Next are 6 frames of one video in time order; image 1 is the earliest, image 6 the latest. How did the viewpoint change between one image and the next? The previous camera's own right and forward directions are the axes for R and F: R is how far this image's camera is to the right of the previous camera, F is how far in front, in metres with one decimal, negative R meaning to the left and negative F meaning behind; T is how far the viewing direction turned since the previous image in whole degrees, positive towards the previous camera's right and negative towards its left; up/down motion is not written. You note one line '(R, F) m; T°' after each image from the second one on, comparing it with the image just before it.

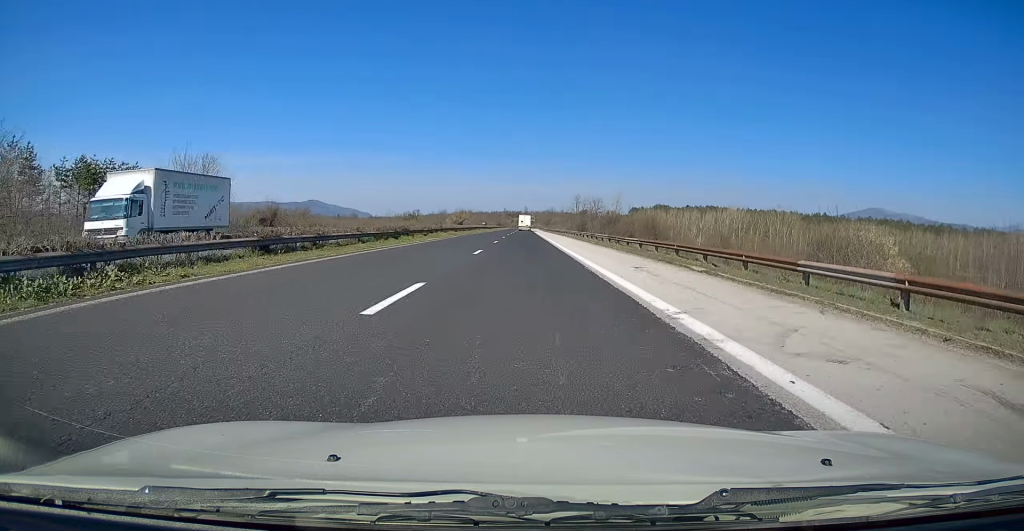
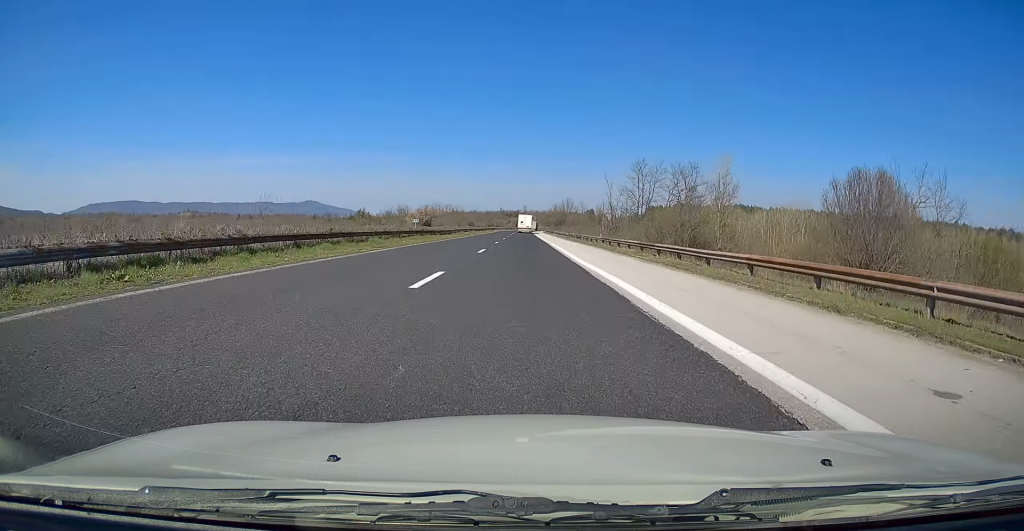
(-0.5, +76.9) m; 0°
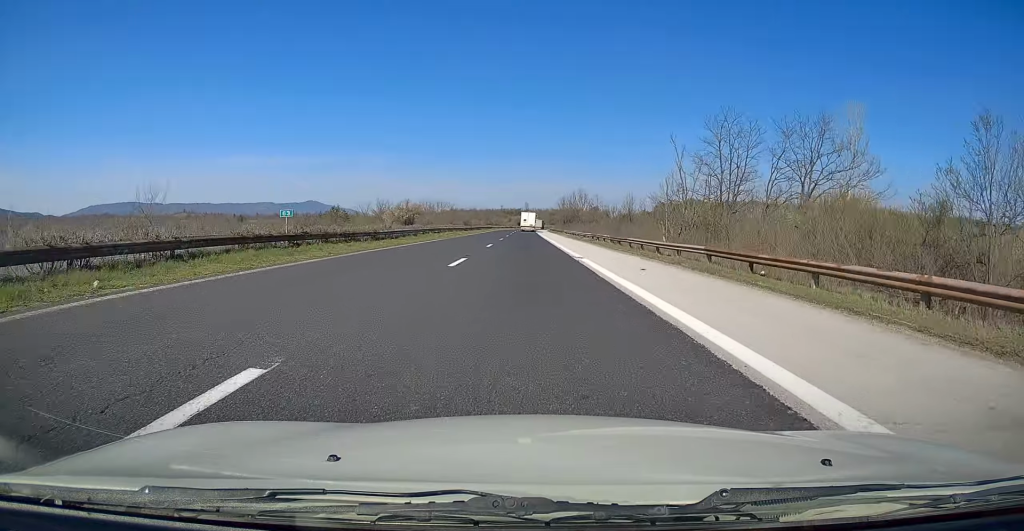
(+0.2, +26.4) m; 0°
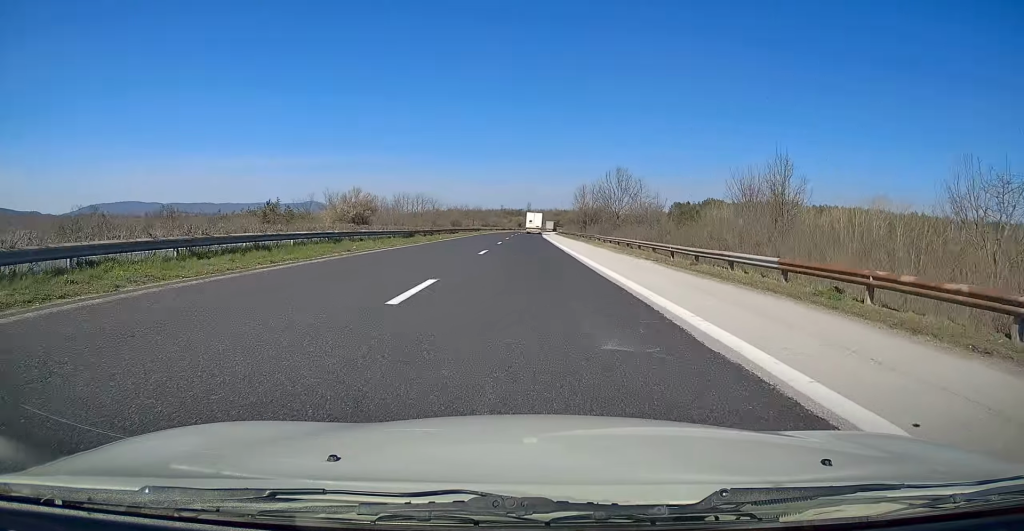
(-0.3, +39.8) m; 0°
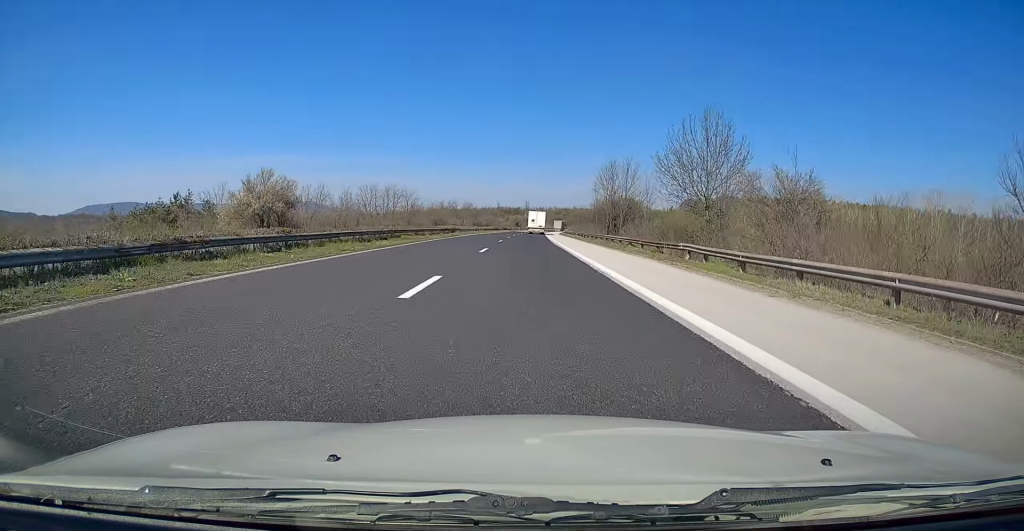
(+0.1, +31.2) m; 0°
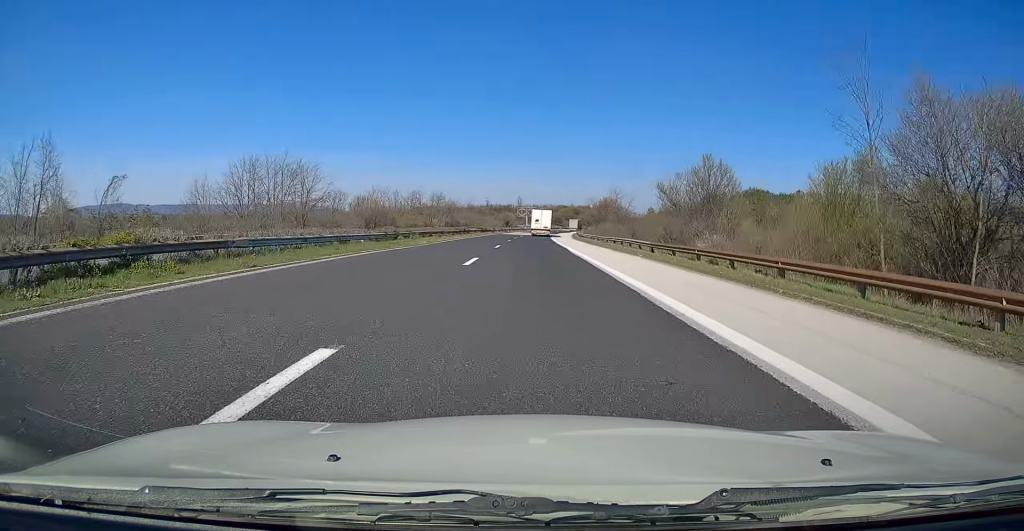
(0.0, +55.7) m; 0°
